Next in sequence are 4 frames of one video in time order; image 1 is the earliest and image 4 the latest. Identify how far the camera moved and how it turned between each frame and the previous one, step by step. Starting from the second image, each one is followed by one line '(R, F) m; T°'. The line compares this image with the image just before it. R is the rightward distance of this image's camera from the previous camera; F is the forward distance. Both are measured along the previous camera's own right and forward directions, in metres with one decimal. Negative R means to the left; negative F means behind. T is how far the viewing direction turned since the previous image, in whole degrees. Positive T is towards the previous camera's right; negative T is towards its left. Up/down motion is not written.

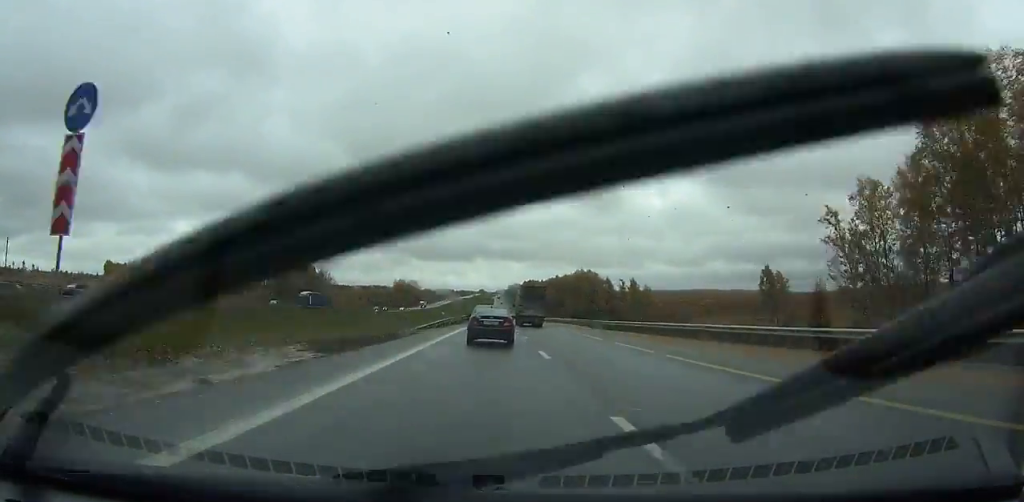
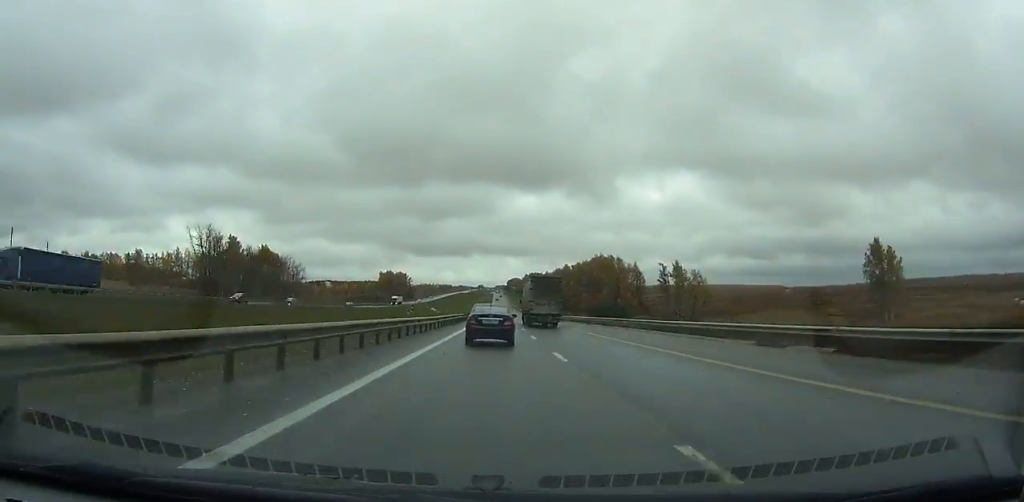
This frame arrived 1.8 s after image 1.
(0.0, +50.4) m; 0°
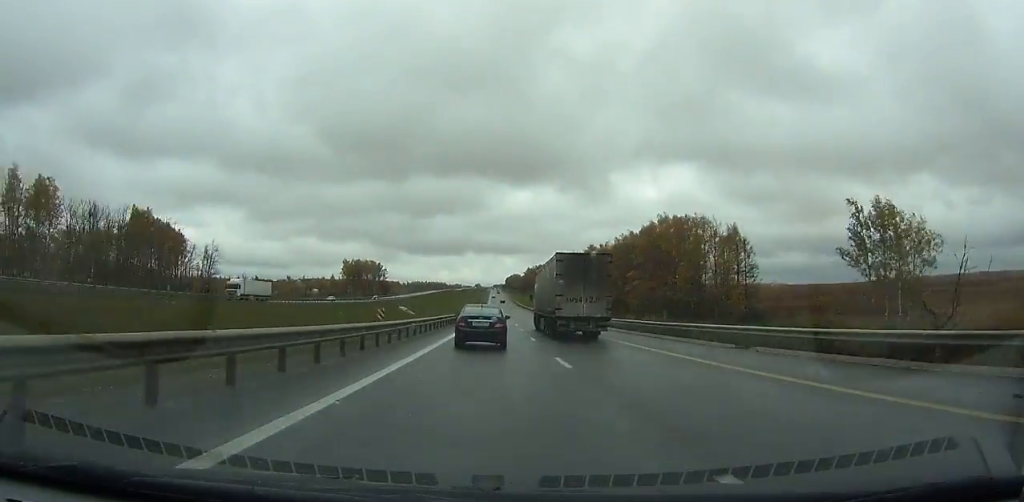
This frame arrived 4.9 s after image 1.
(+0.3, +87.2) m; 0°
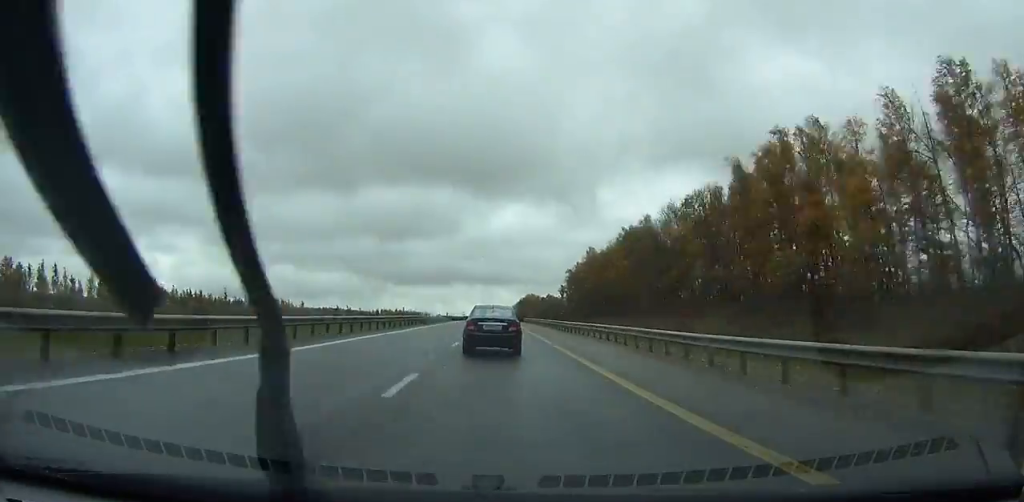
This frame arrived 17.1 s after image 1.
(+2.7, +342.8) m; 0°
